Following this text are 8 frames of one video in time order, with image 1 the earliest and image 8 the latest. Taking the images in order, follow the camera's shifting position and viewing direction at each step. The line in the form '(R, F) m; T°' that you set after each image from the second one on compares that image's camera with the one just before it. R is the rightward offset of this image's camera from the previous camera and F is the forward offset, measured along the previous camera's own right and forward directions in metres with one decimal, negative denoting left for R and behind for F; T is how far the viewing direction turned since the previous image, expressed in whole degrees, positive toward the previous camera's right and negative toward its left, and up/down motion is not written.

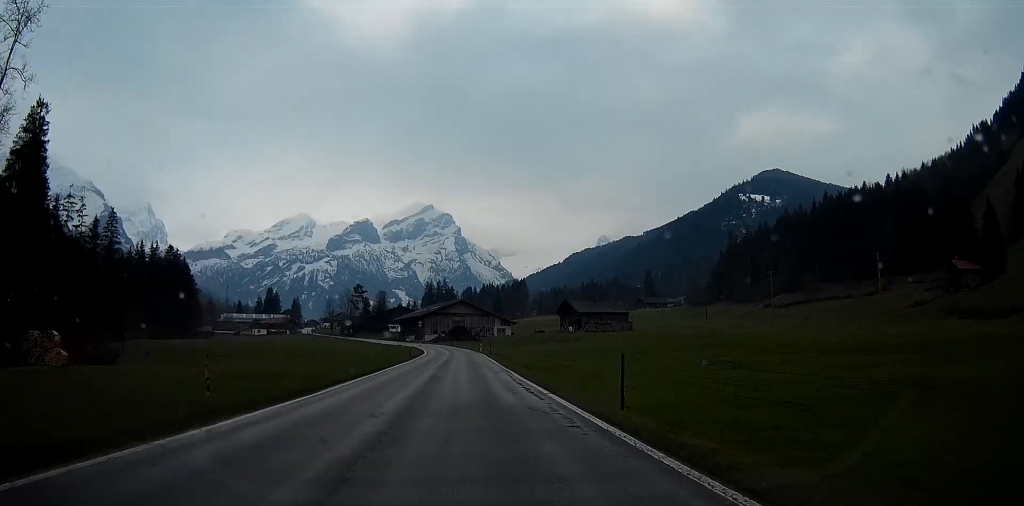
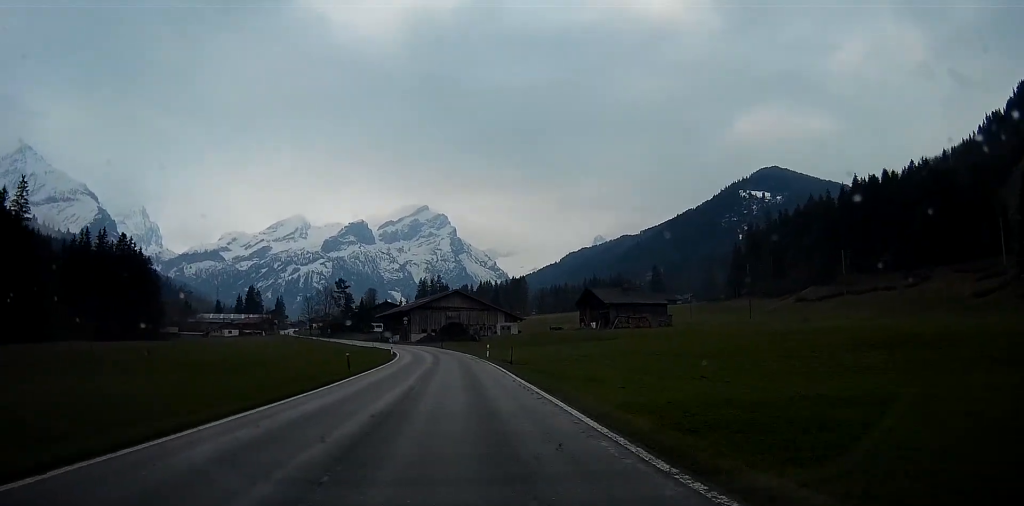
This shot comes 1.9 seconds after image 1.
(0.0, +35.8) m; 0°
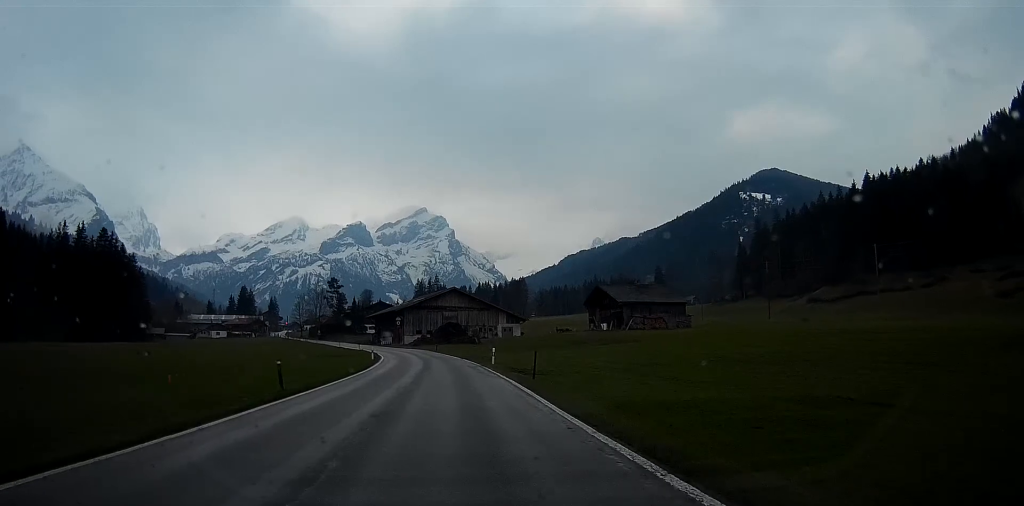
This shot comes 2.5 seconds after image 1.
(+0.1, +12.6) m; 0°
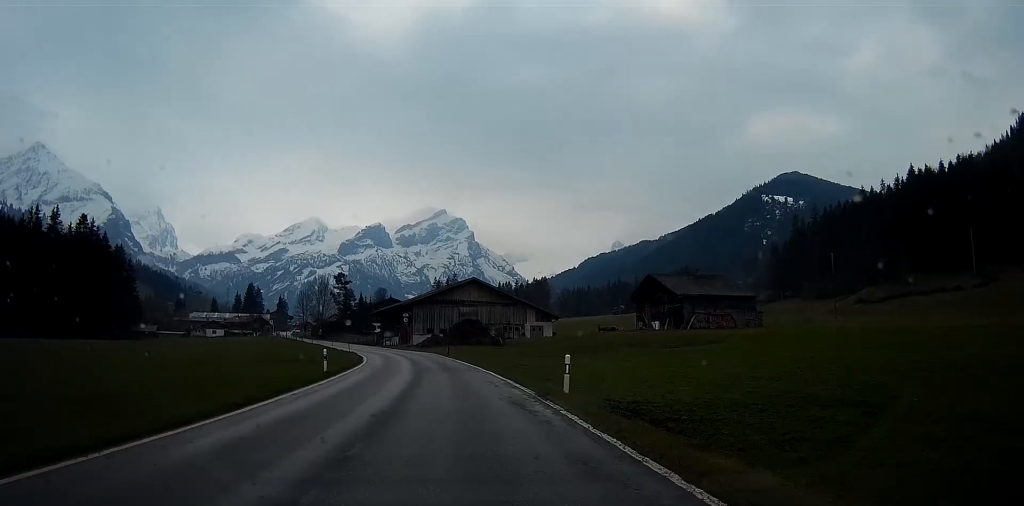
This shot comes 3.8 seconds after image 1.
(+0.1, +23.7) m; -1°
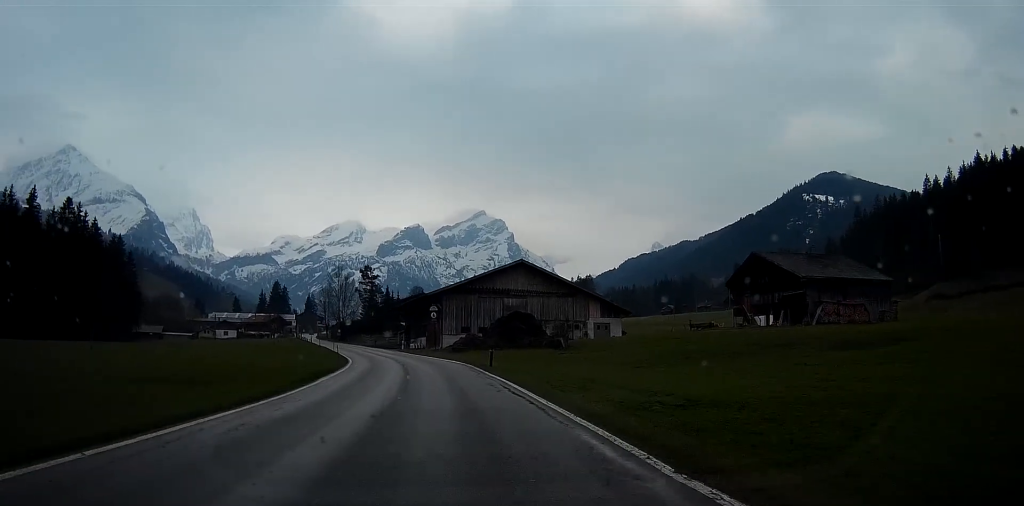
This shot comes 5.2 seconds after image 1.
(-0.8, +26.3) m; -4°
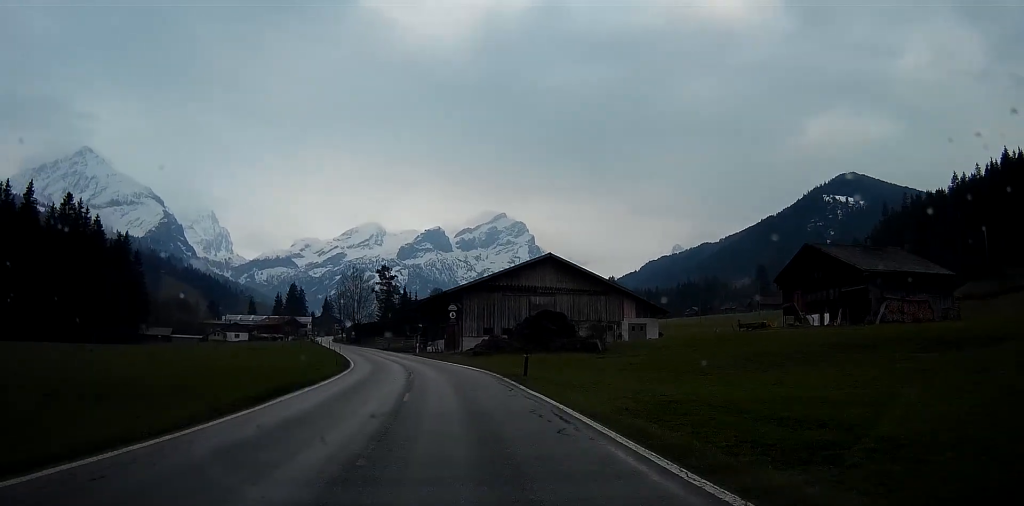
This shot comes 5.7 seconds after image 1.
(-0.2, +8.5) m; -2°
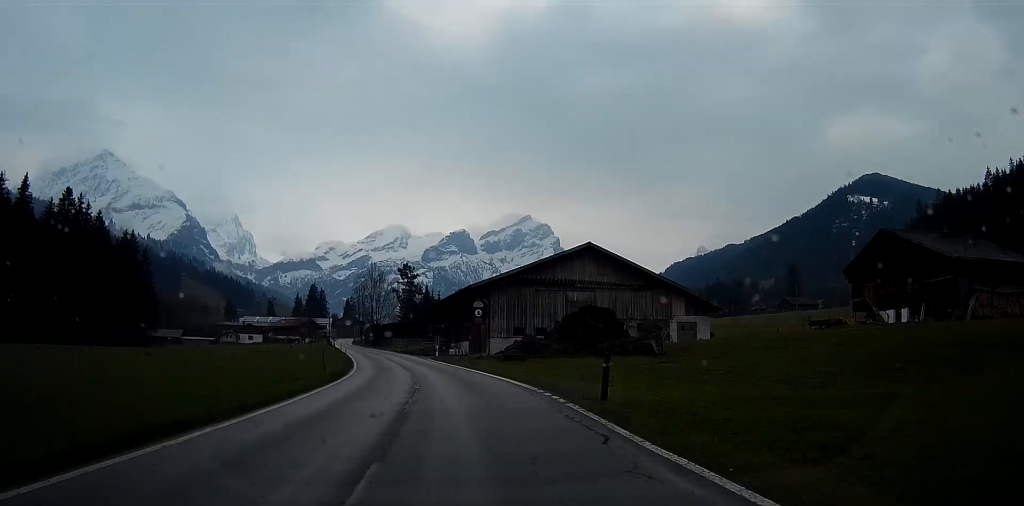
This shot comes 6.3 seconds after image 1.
(-0.2, +10.3) m; -2°
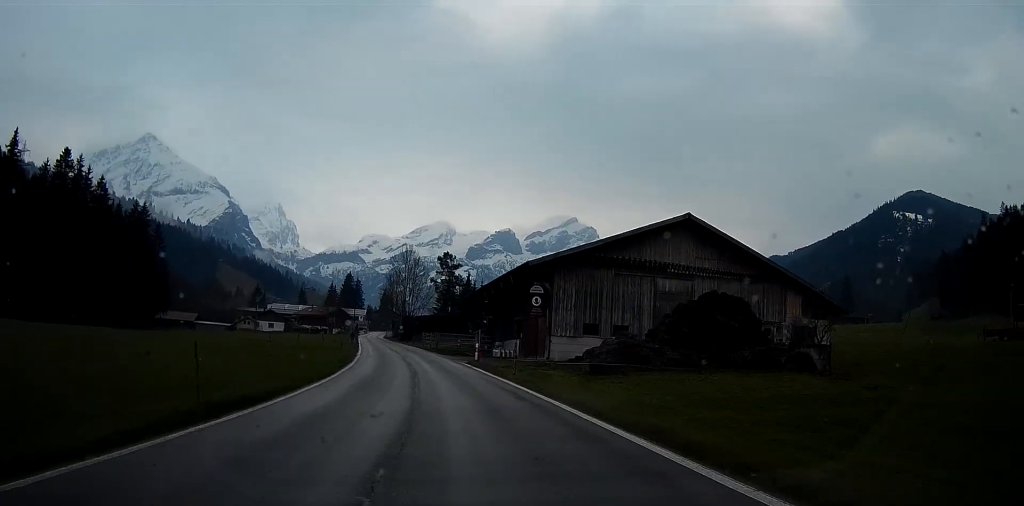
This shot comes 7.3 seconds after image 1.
(-0.5, +19.1) m; -3°
